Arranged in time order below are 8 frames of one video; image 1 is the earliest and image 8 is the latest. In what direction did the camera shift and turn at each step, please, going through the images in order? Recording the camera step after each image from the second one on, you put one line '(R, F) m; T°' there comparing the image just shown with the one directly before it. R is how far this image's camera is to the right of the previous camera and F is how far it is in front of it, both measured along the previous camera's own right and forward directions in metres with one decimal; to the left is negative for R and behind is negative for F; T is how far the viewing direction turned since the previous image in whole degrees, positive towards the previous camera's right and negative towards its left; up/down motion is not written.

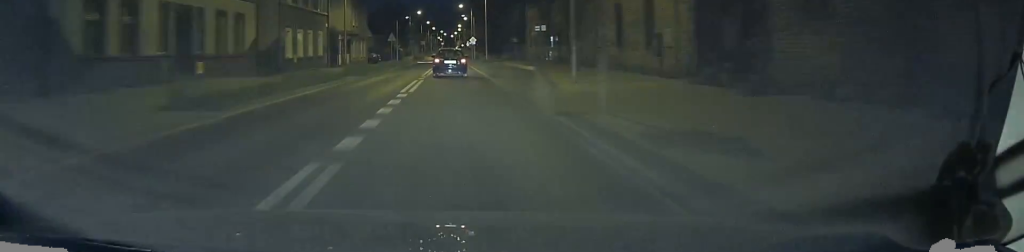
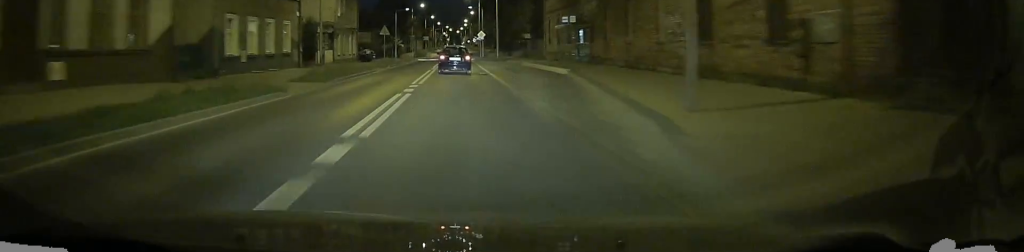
(-0.1, +9.0) m; 0°
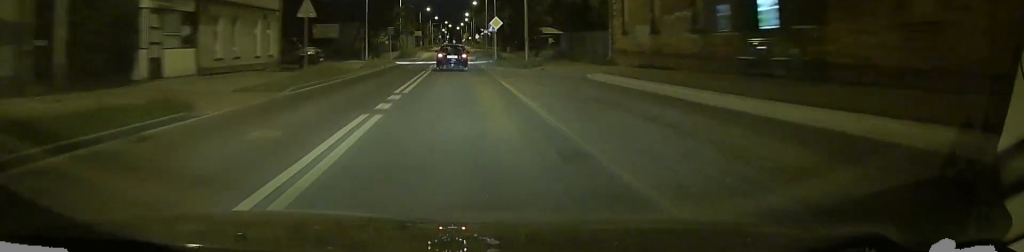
(-0.1, +23.3) m; 0°
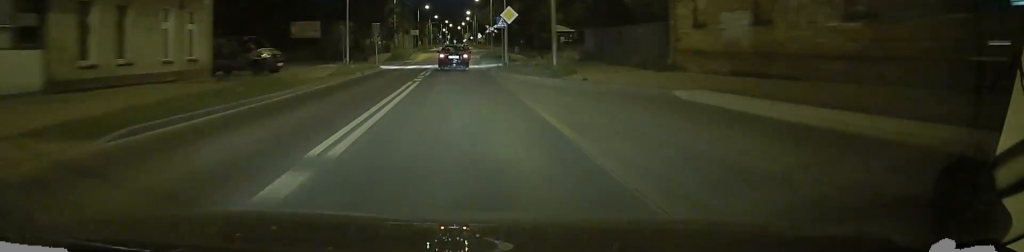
(0.0, +8.9) m; 0°
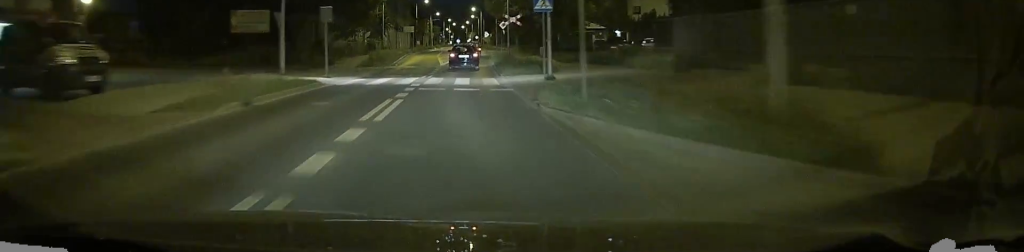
(-0.1, +16.1) m; 0°
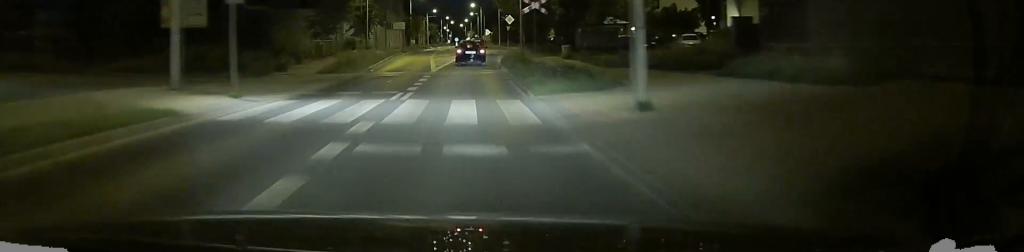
(+0.1, +10.1) m; 0°
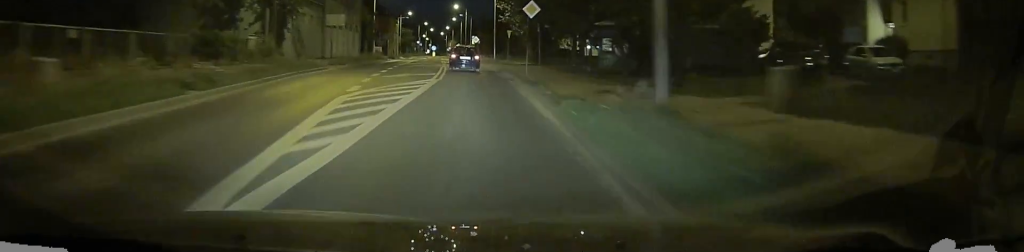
(+0.2, +25.4) m; +1°
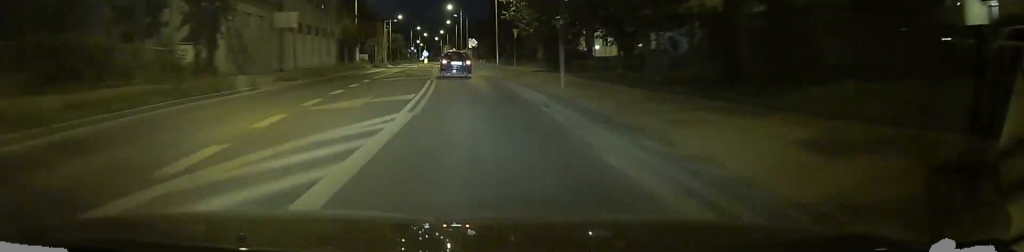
(+0.1, +10.2) m; 0°
